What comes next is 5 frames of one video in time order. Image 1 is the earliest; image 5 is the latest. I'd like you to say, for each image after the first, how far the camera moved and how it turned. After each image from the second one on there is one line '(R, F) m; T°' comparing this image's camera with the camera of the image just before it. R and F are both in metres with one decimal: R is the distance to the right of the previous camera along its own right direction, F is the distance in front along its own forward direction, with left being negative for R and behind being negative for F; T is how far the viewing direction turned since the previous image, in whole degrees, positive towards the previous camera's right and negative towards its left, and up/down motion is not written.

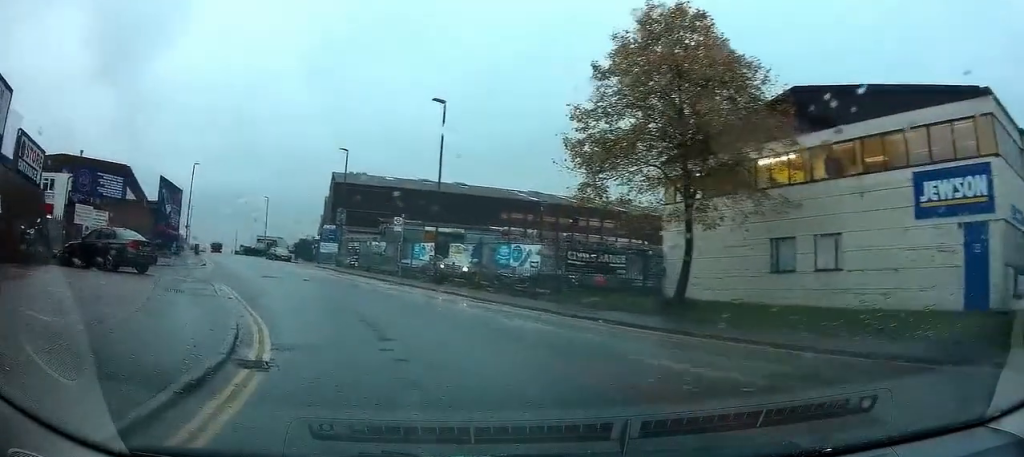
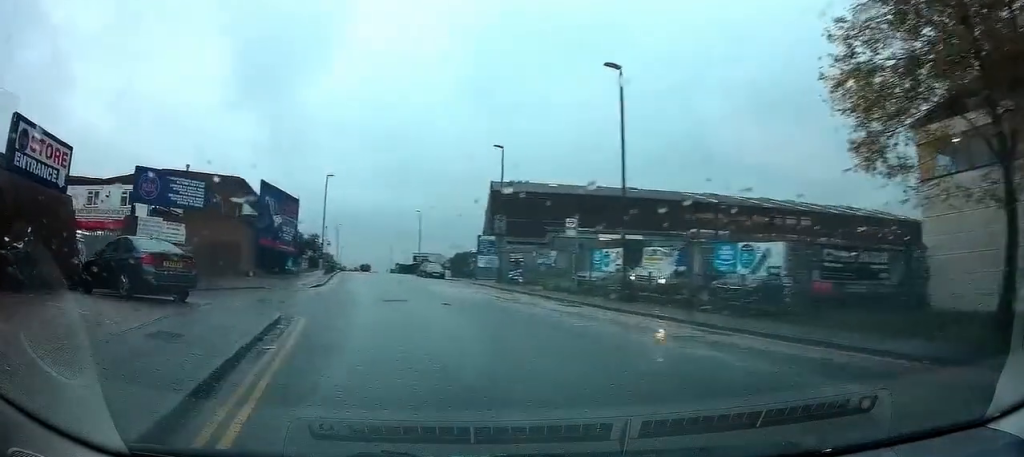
(-1.1, +7.2) m; -15°
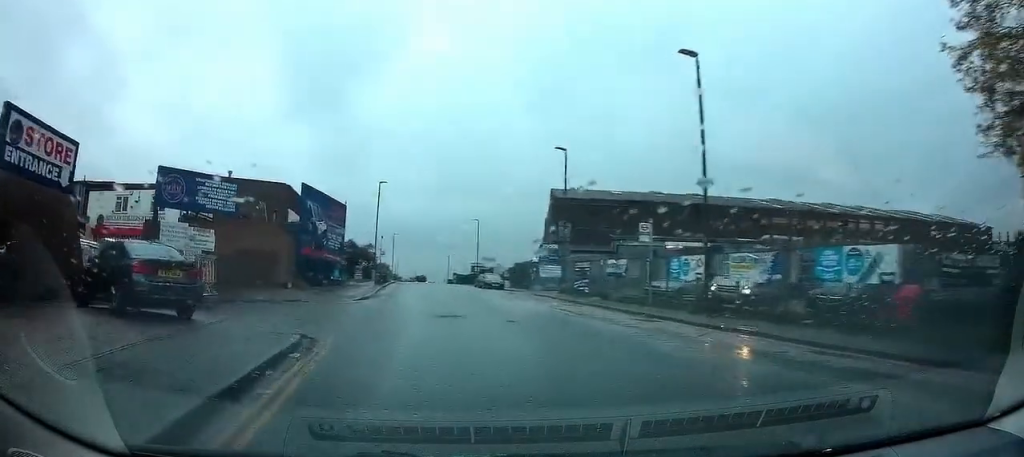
(-0.2, +2.5) m; -2°
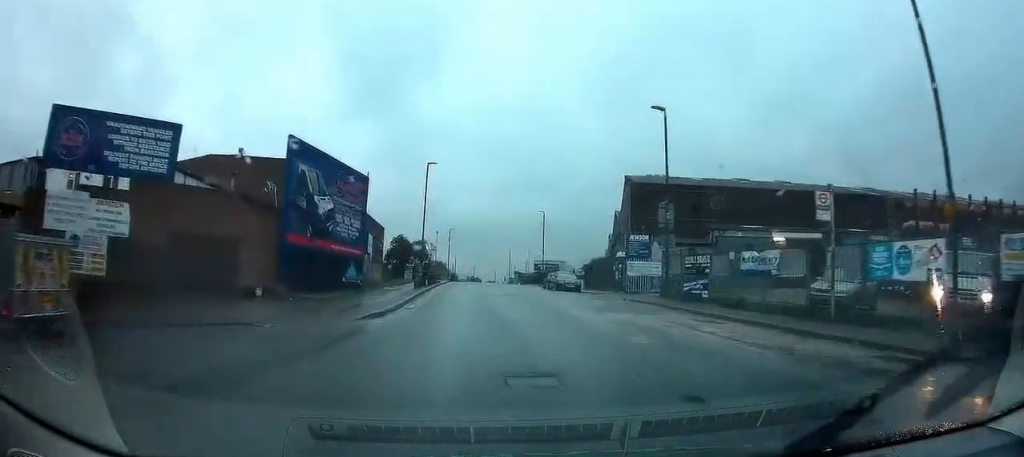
(-0.3, +9.7) m; -4°
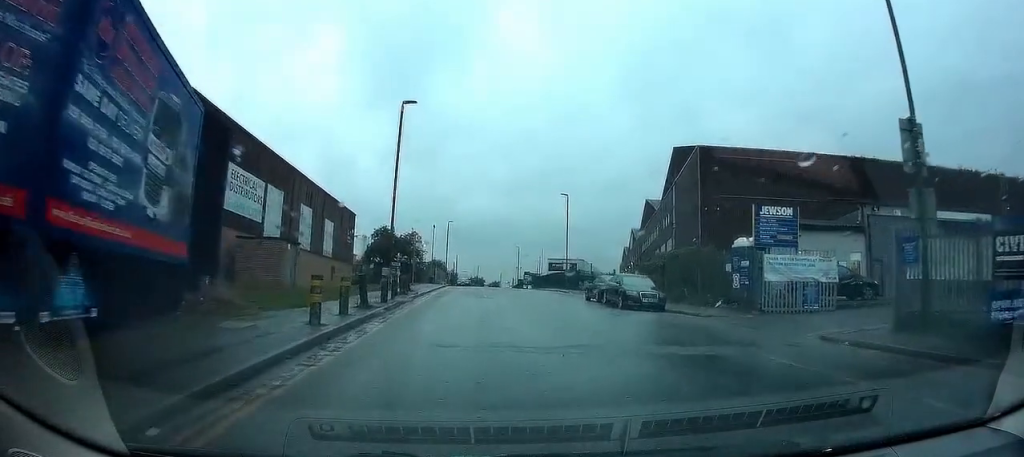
(+0.8, +19.0) m; +4°
